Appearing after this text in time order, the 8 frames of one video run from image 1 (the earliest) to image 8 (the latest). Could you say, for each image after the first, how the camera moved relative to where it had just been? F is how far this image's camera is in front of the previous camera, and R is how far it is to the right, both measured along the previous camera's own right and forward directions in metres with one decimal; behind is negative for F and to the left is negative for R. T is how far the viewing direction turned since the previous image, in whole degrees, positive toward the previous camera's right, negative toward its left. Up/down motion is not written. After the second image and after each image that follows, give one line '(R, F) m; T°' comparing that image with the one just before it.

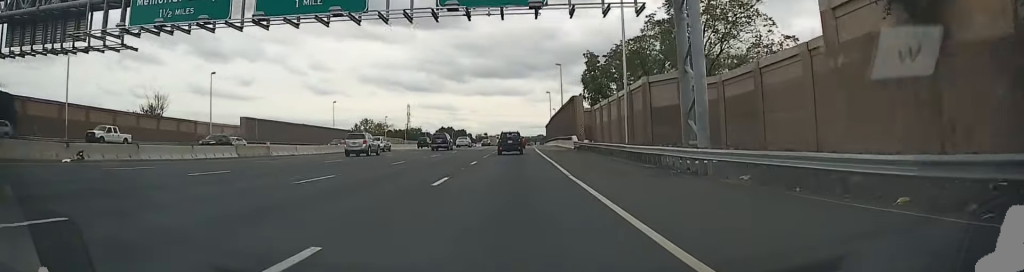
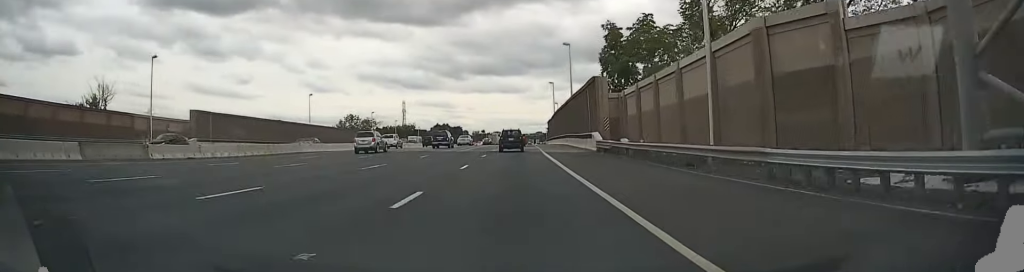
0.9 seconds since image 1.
(-0.2, +18.0) m; 0°
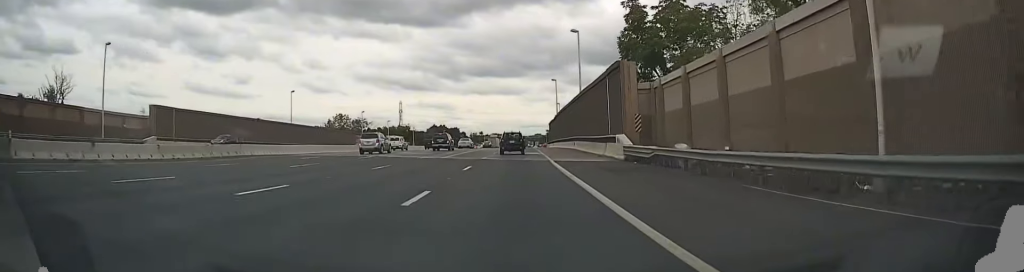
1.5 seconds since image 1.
(0.0, +10.9) m; +1°
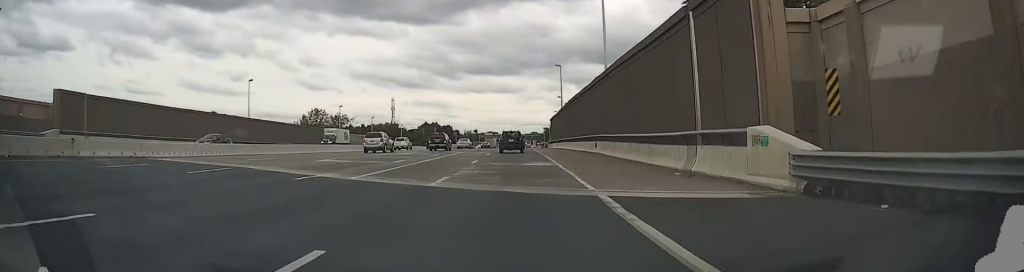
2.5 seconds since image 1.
(+0.3, +20.2) m; +1°
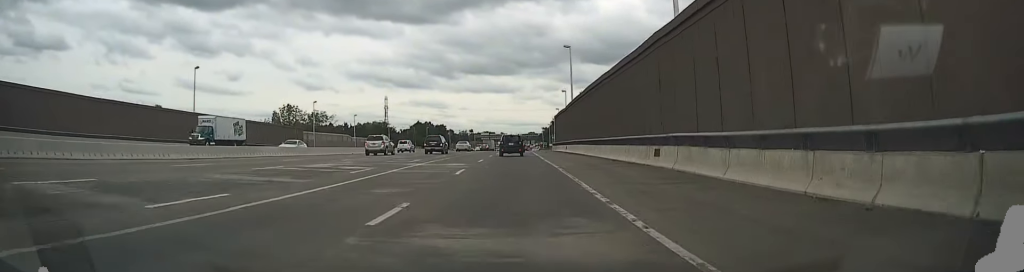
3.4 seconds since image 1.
(+0.2, +19.4) m; 0°
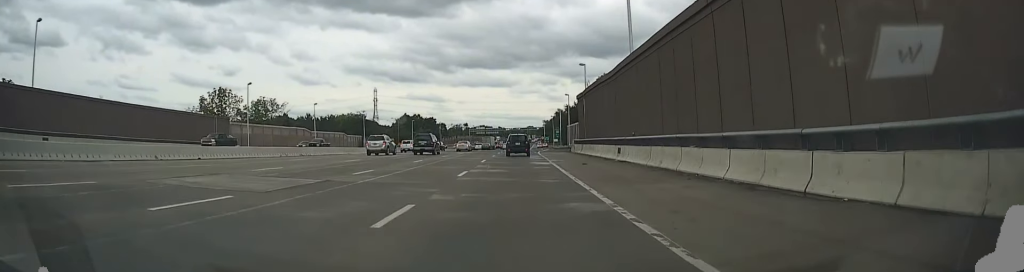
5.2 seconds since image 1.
(-0.1, +36.6) m; -1°
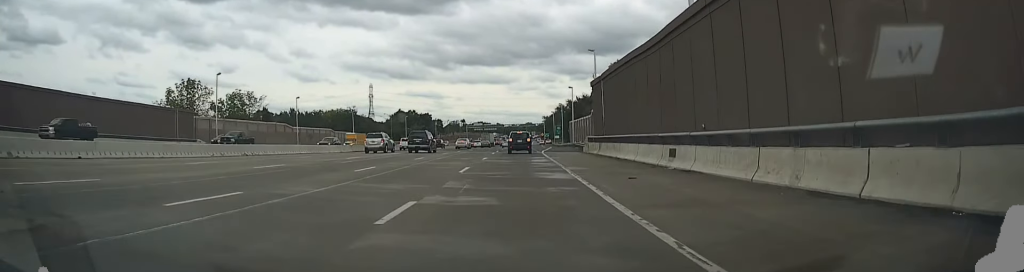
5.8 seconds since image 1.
(-0.1, +11.7) m; 0°
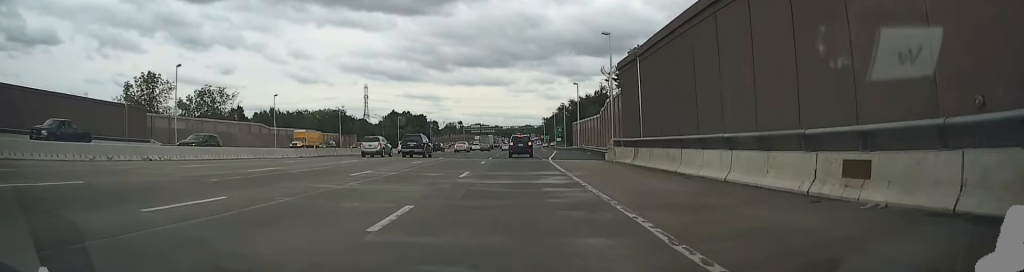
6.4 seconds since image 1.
(0.0, +13.2) m; +1°
